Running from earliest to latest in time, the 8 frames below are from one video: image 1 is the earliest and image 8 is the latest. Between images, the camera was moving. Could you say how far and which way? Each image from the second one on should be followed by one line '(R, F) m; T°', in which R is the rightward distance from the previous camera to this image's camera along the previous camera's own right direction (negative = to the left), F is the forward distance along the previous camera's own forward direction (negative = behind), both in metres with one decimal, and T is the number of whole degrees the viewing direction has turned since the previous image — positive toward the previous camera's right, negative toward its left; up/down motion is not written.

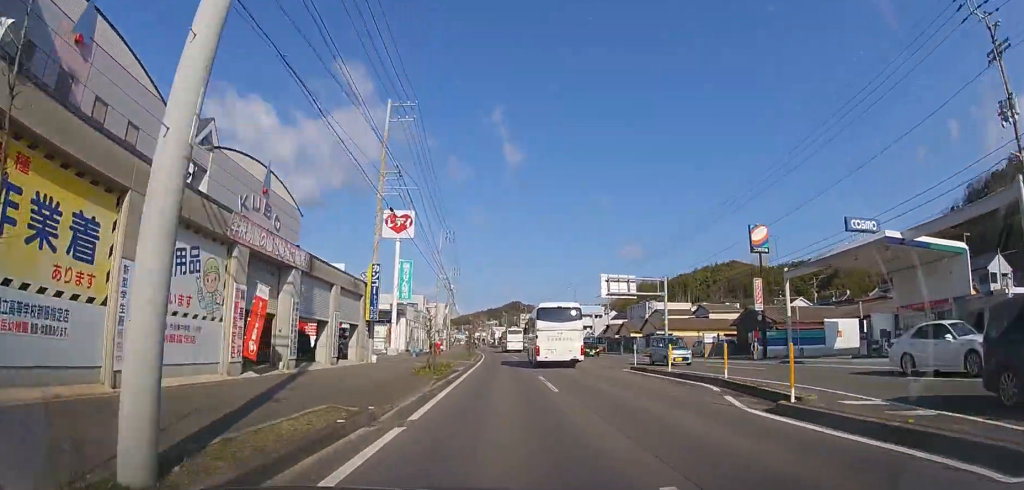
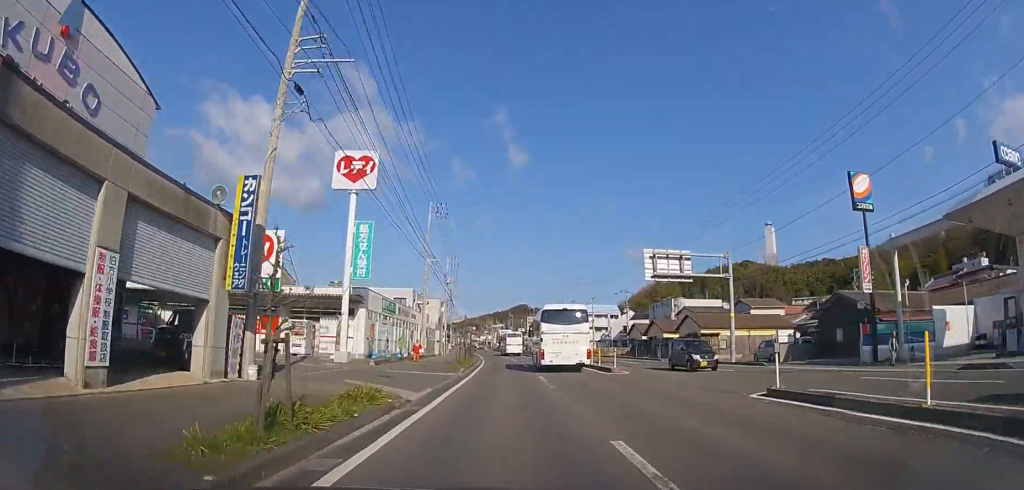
(-0.1, +12.4) m; -1°
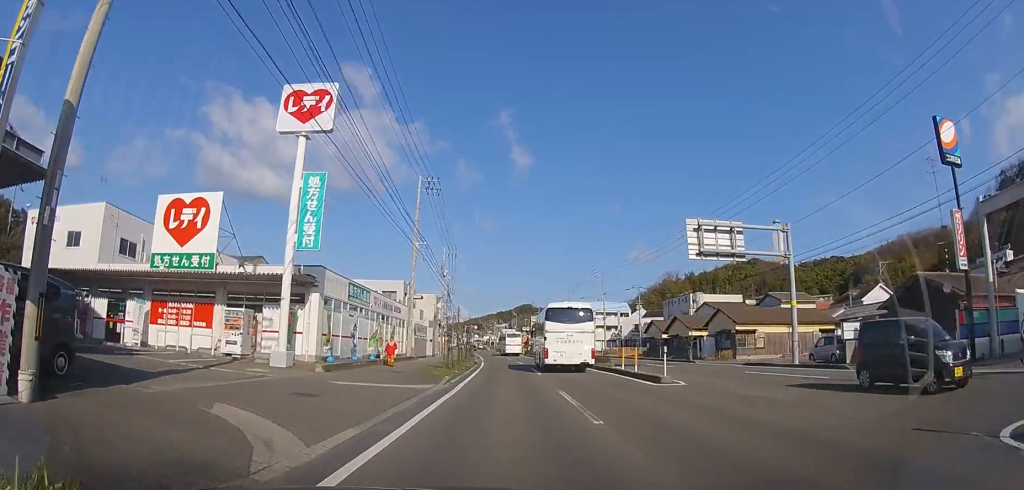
(0.0, +7.6) m; 0°
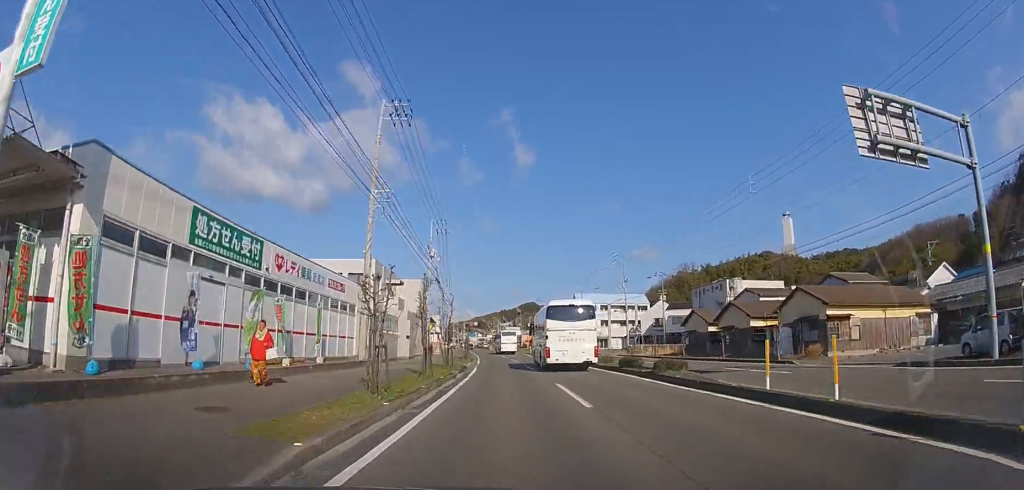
(-0.1, +12.8) m; -1°
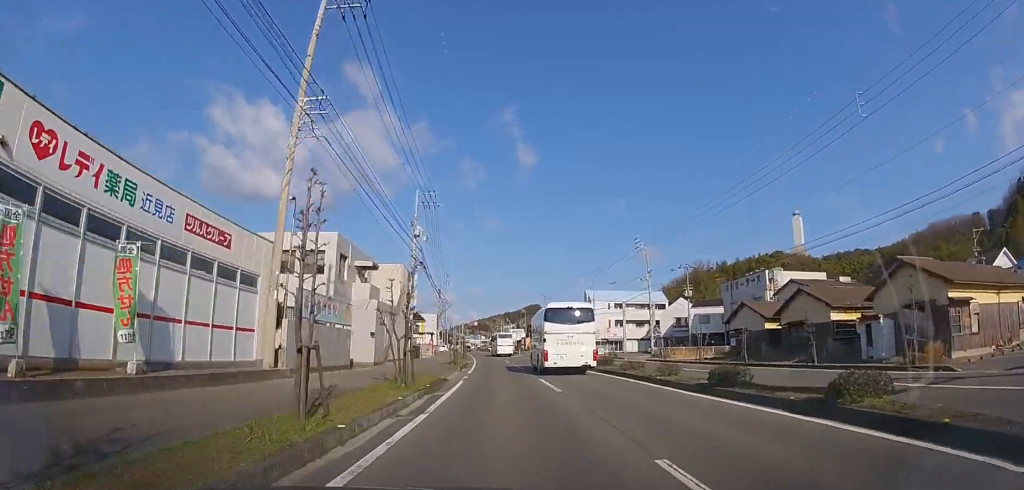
(0.0, +10.9) m; 0°
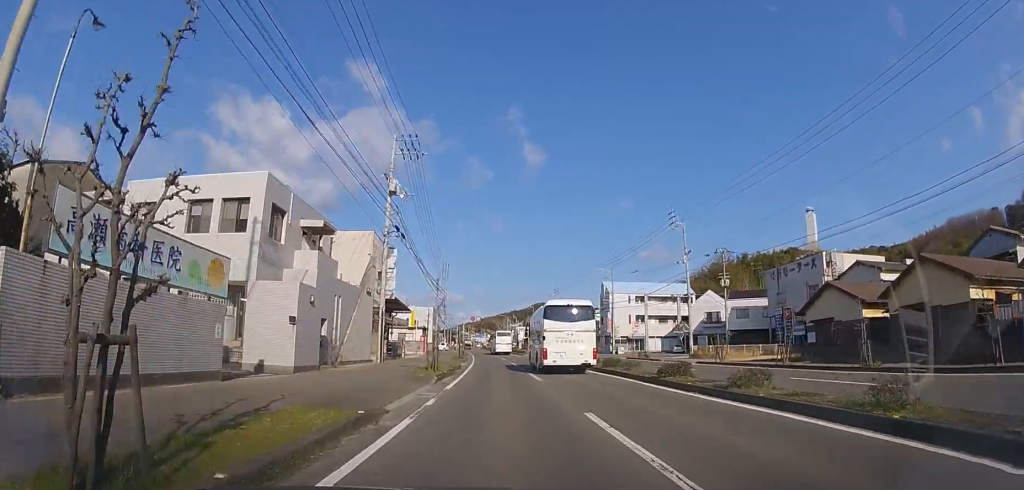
(0.0, +10.9) m; -1°
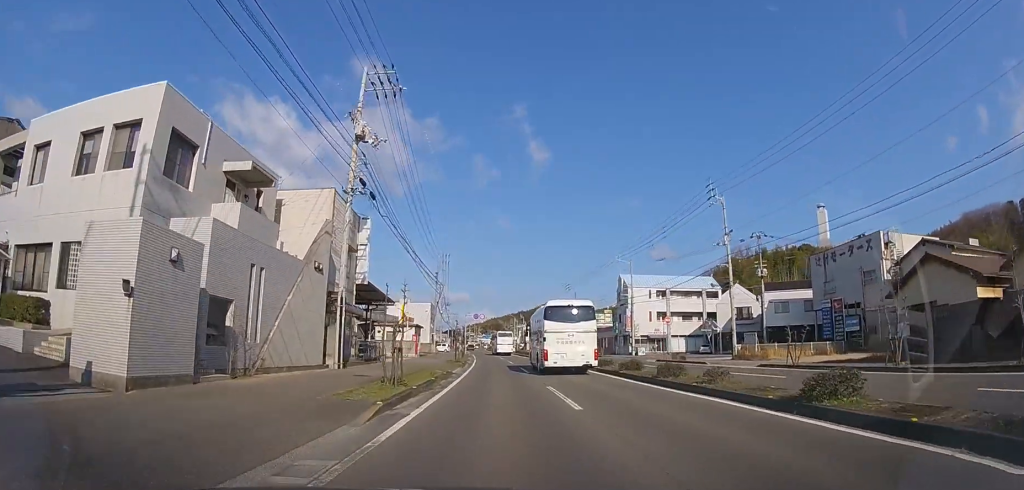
(-0.1, +8.5) m; -1°
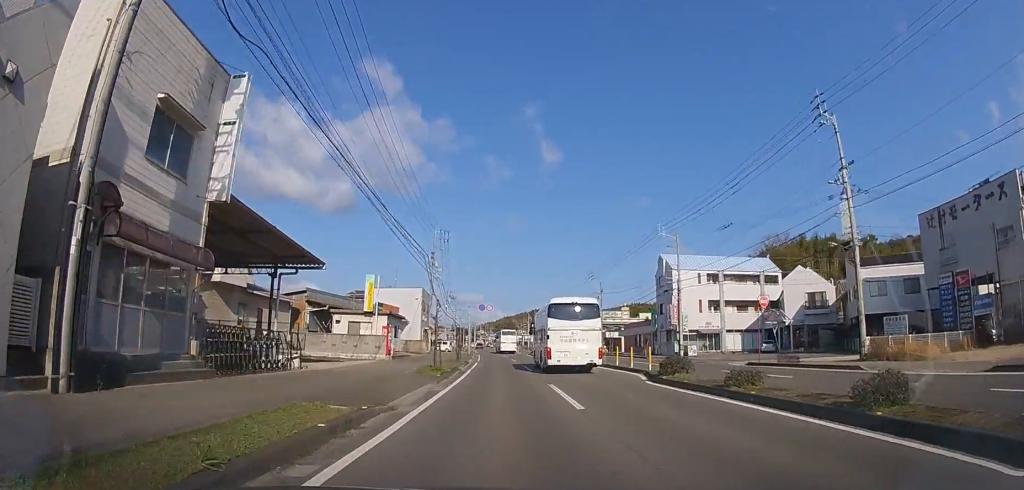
(-0.2, +15.1) m; -2°
